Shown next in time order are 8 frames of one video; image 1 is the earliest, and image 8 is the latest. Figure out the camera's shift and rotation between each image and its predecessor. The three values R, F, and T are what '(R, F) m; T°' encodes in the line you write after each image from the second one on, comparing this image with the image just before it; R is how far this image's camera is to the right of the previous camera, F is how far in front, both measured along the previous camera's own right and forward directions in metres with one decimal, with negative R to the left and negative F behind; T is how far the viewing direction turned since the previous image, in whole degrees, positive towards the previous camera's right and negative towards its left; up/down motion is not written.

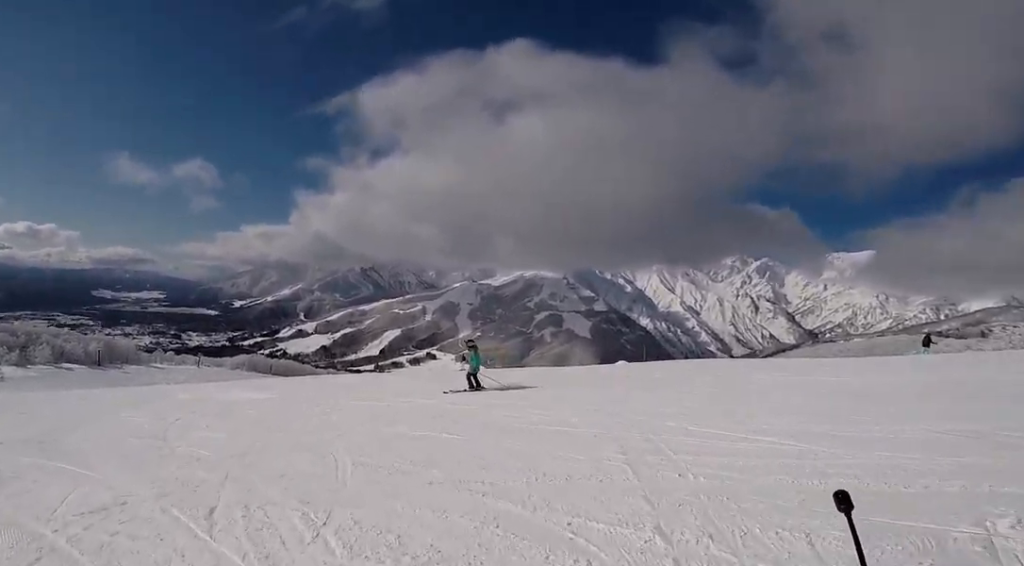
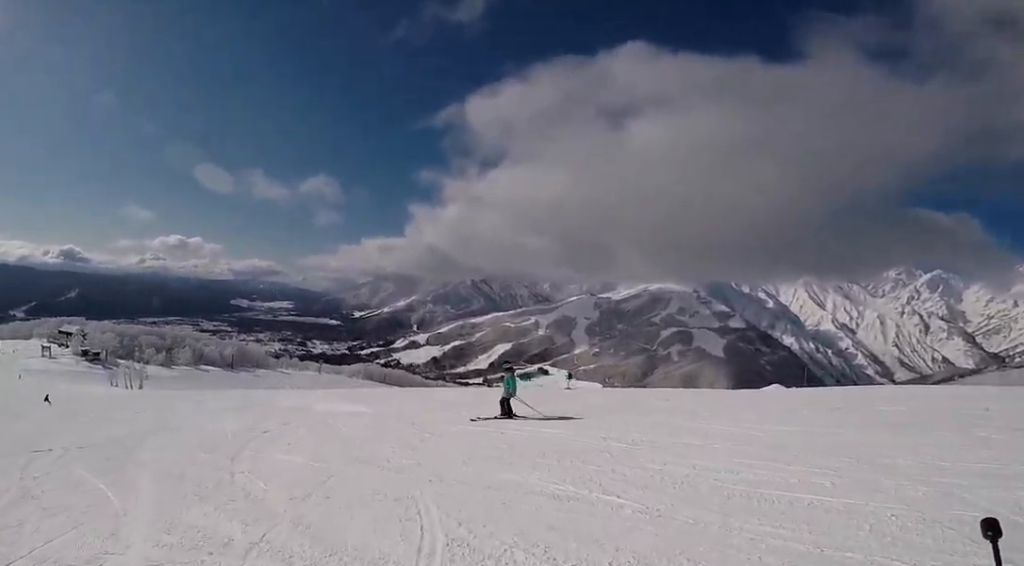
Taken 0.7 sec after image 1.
(-0.5, +2.7) m; -19°
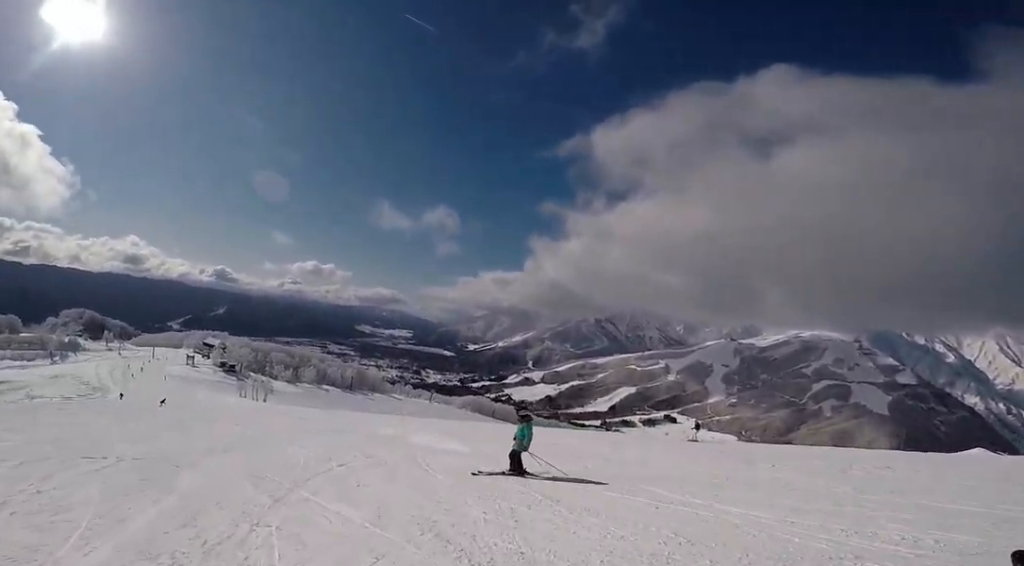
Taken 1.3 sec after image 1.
(-0.4, +2.7) m; -9°
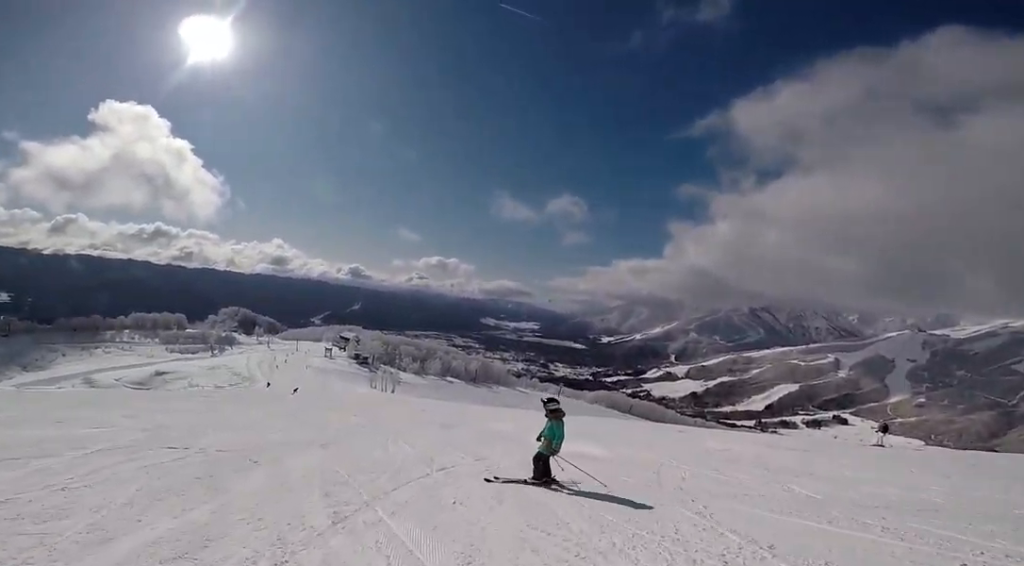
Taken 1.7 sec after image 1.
(-0.1, +2.1) m; -9°
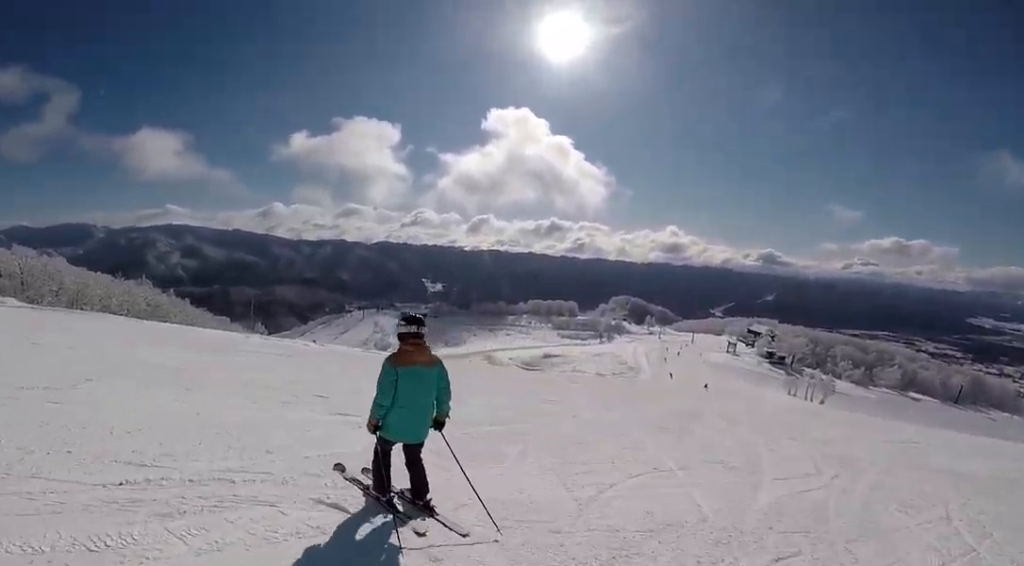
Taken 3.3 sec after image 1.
(-2.5, +5.6) m; -45°
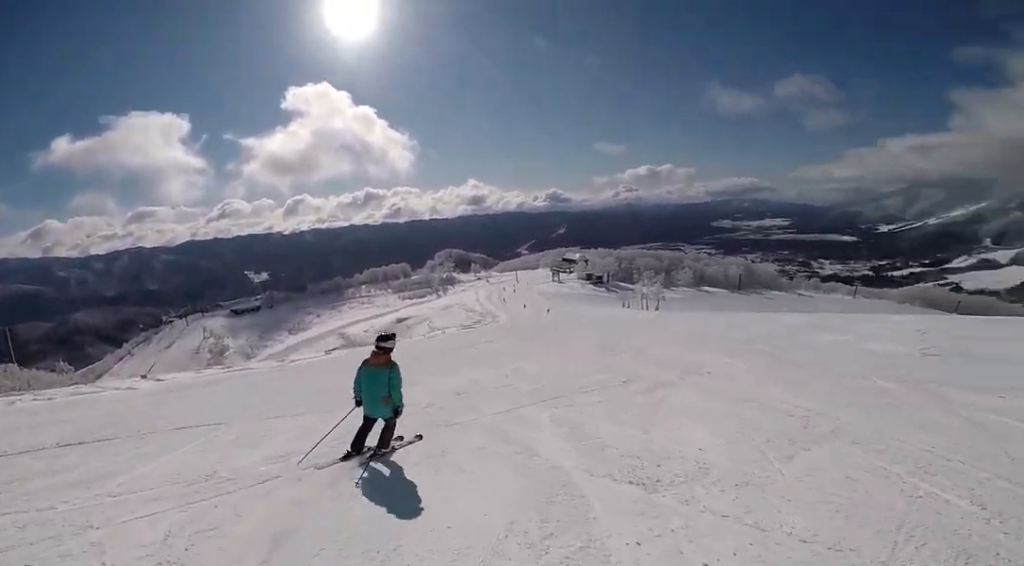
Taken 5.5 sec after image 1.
(+0.6, +9.6) m; +42°
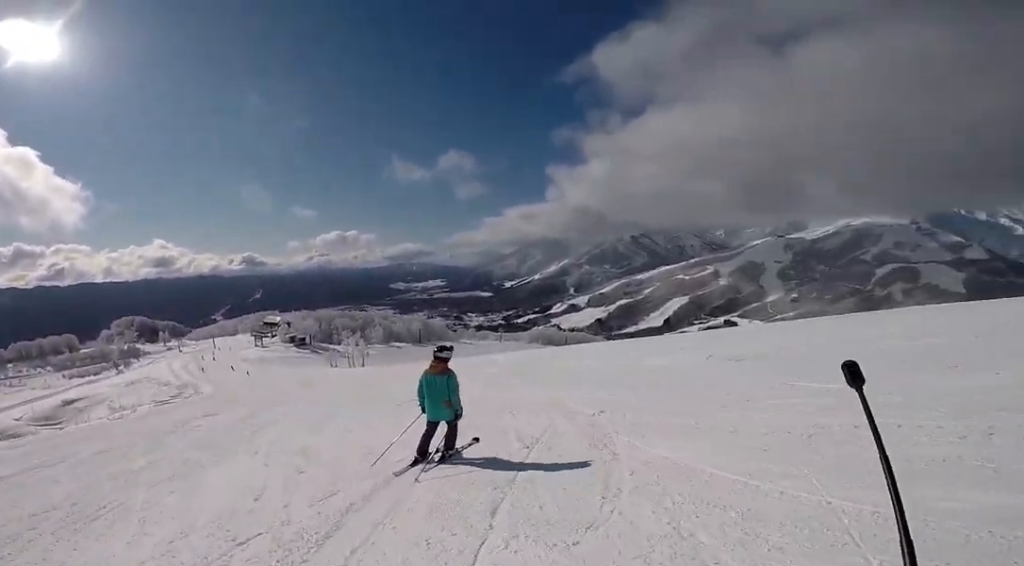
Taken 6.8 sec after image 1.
(+2.6, +4.8) m; +37°
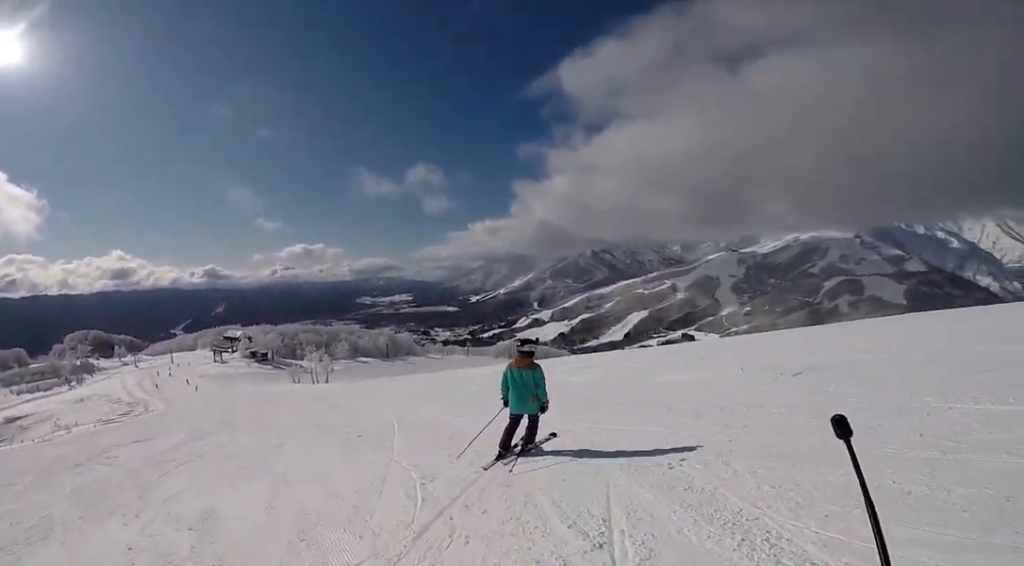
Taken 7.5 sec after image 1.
(-0.1, +2.9) m; +12°
